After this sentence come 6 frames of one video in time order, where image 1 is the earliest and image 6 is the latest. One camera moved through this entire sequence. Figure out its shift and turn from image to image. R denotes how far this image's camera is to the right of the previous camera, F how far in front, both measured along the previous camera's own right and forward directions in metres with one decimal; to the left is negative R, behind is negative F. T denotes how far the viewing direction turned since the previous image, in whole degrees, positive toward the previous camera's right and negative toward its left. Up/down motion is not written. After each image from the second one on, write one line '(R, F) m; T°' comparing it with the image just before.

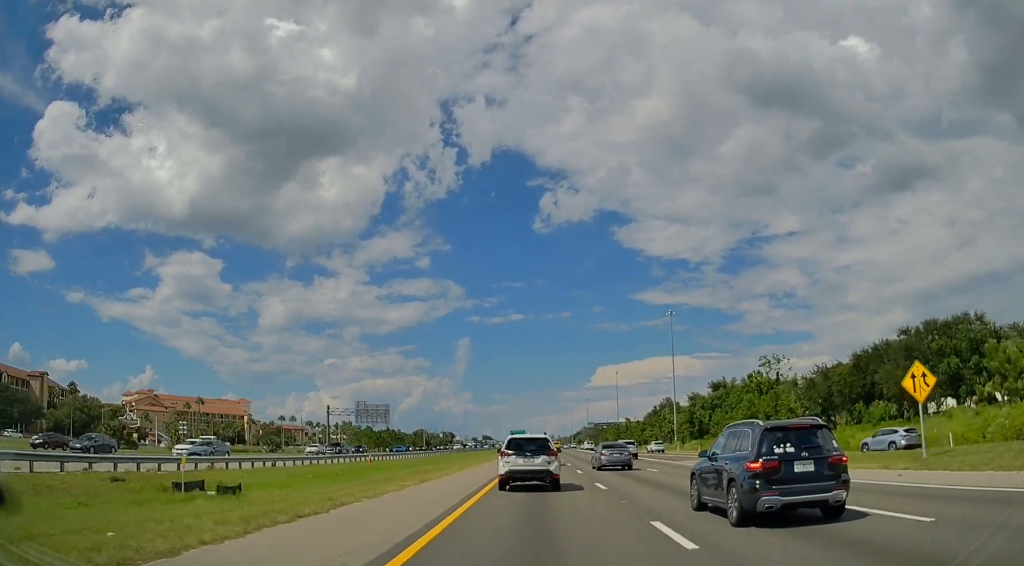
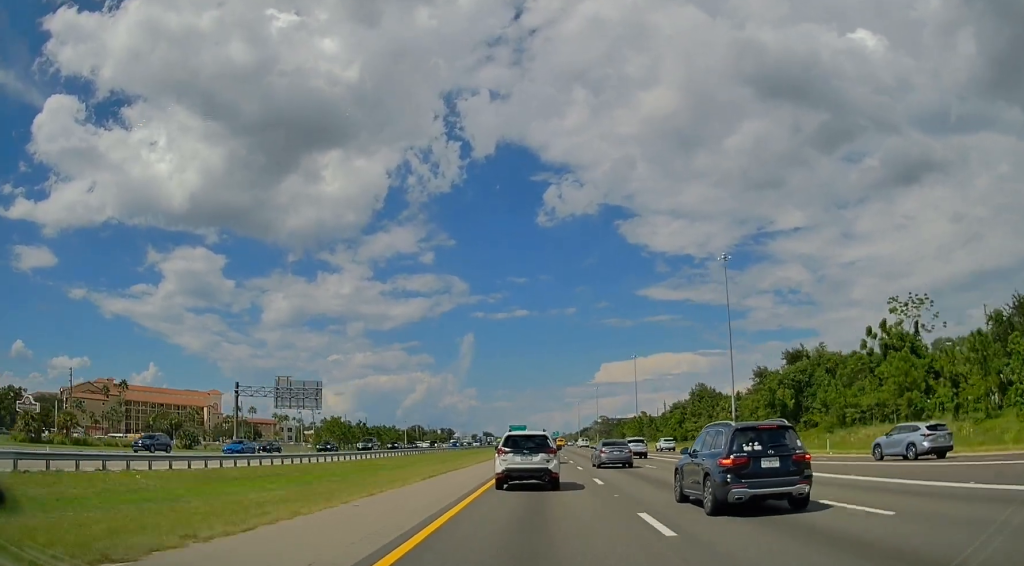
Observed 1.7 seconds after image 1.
(0.0, +49.0) m; 0°
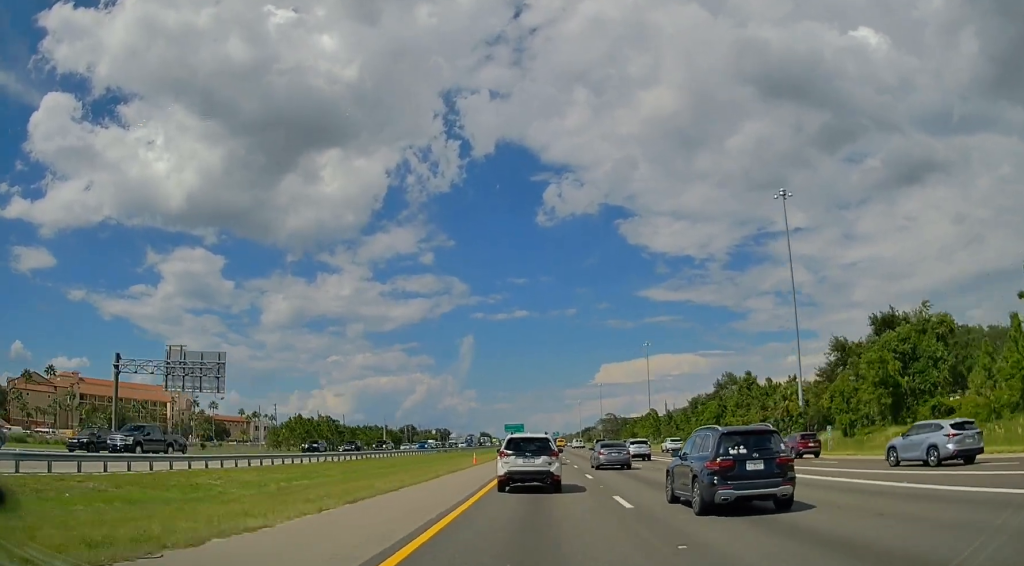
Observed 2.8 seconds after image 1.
(0.0, +33.0) m; 0°
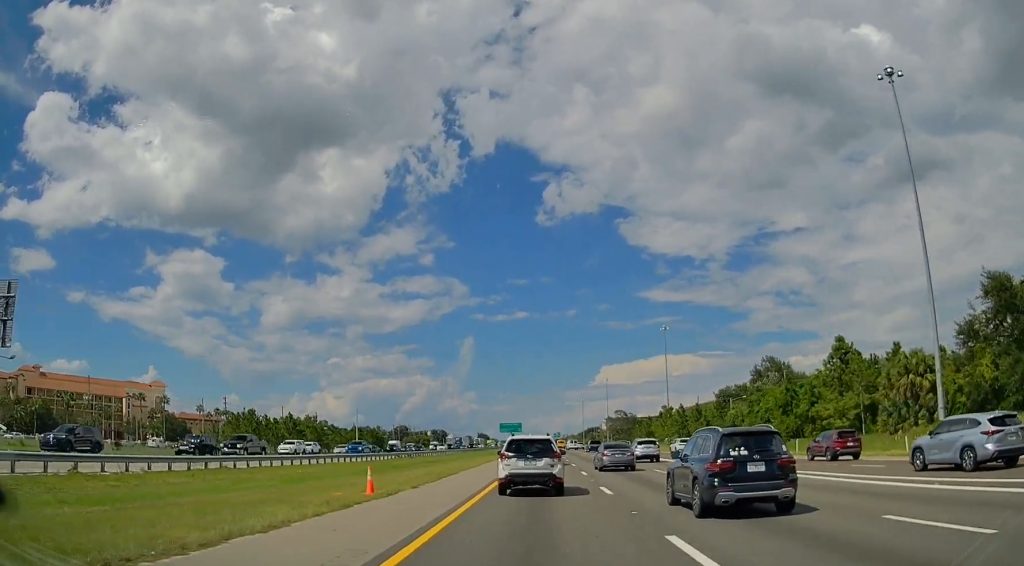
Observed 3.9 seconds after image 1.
(0.0, +32.5) m; 0°
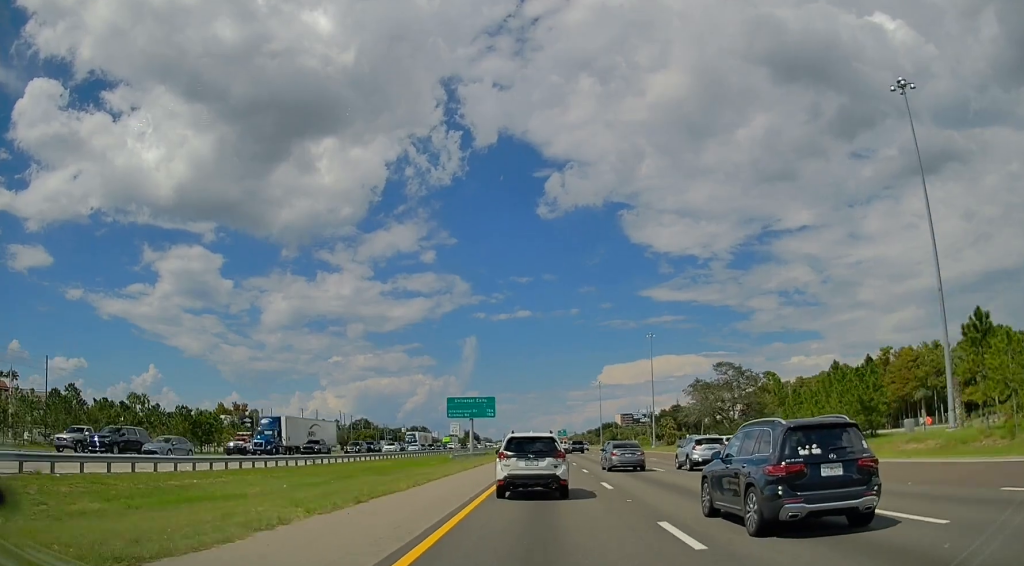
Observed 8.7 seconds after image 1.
(-0.3, +134.2) m; 0°
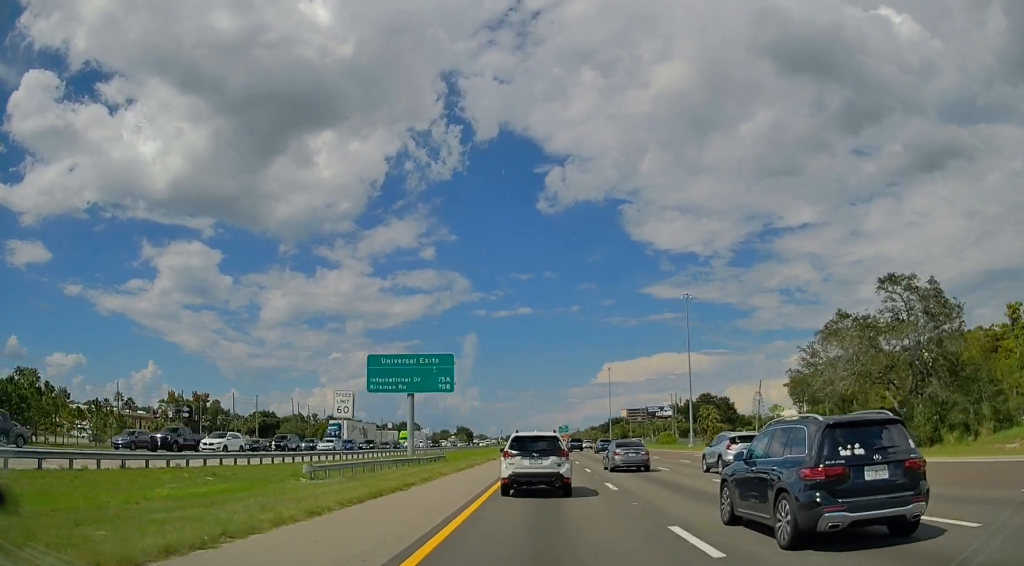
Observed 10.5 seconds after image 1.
(0.0, +50.7) m; 0°
